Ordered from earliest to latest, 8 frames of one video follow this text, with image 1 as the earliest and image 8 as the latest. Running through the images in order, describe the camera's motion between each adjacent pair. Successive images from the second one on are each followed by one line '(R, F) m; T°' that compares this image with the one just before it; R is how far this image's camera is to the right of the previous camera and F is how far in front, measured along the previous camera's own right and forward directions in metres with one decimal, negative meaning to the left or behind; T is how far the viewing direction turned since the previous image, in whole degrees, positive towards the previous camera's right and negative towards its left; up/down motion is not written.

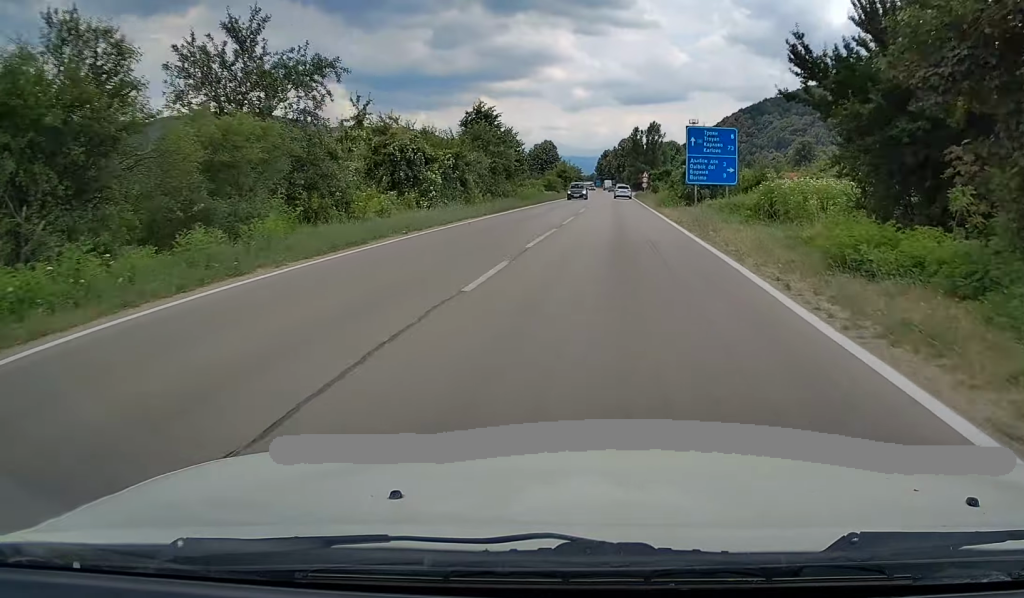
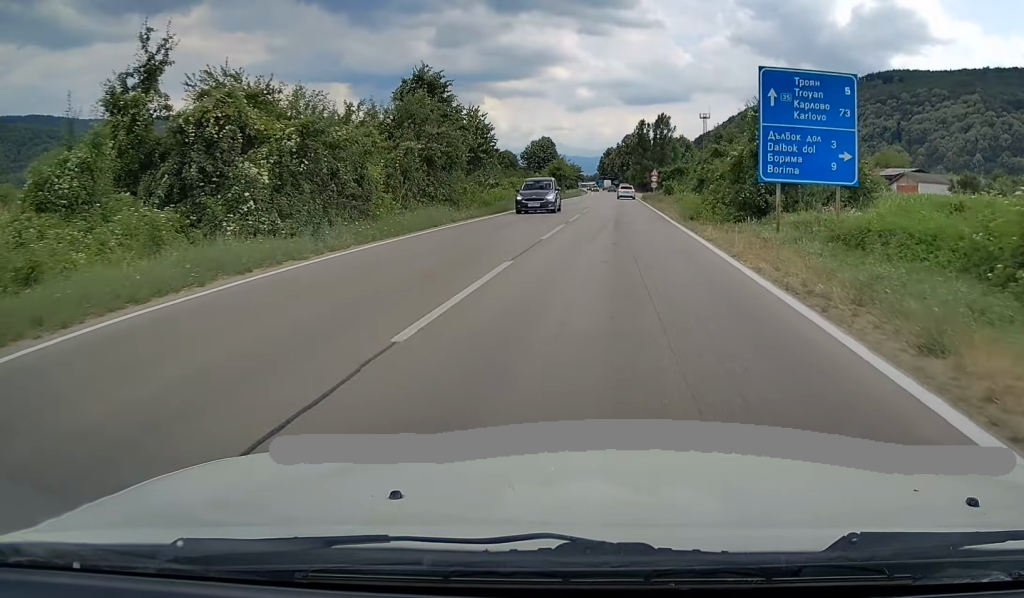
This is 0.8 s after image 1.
(0.0, +18.1) m; 0°
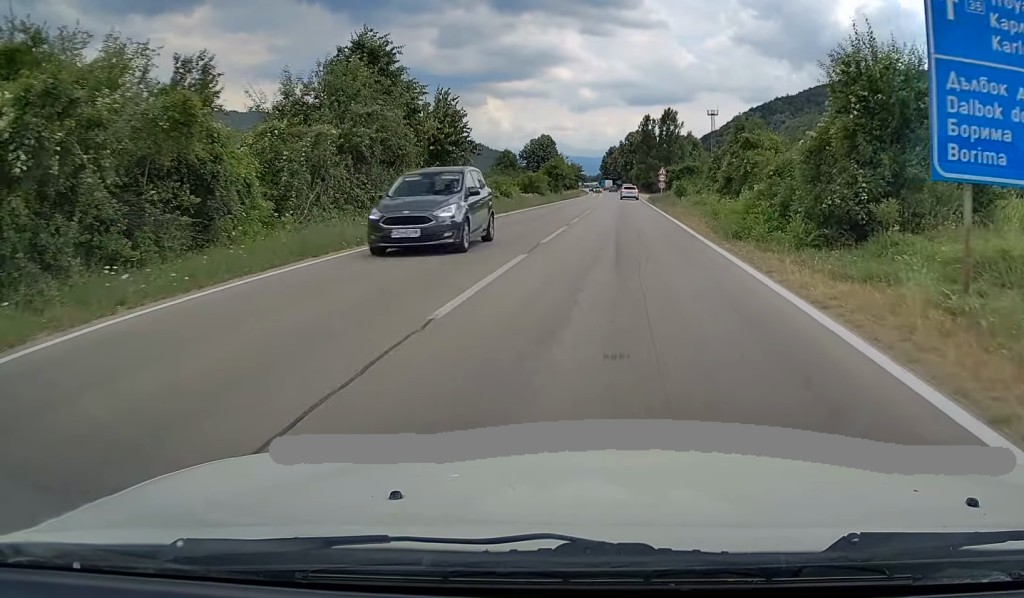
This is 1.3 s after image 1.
(0.0, +10.0) m; 0°
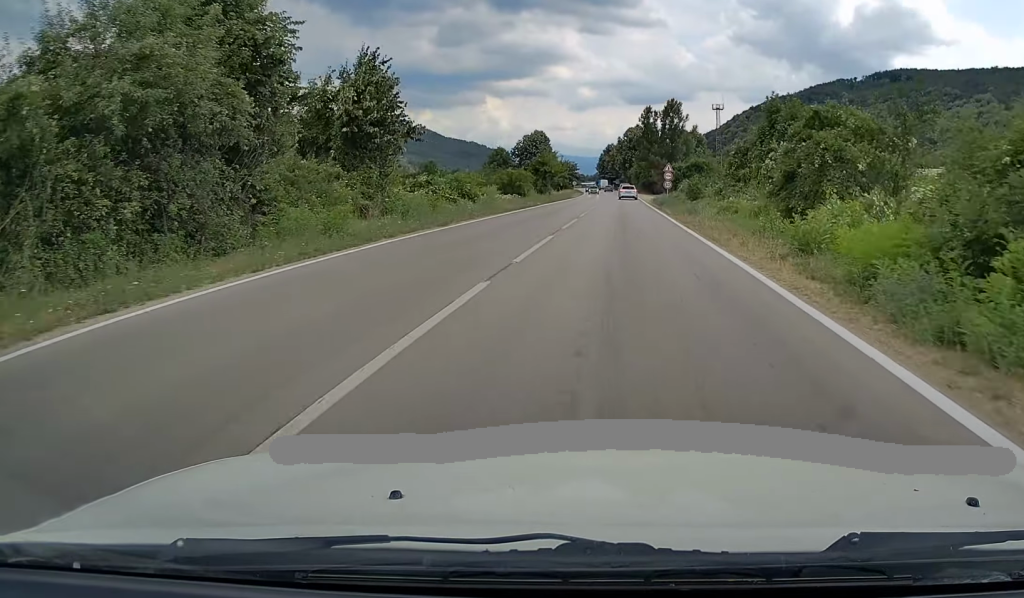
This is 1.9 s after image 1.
(-0.1, +12.3) m; 0°
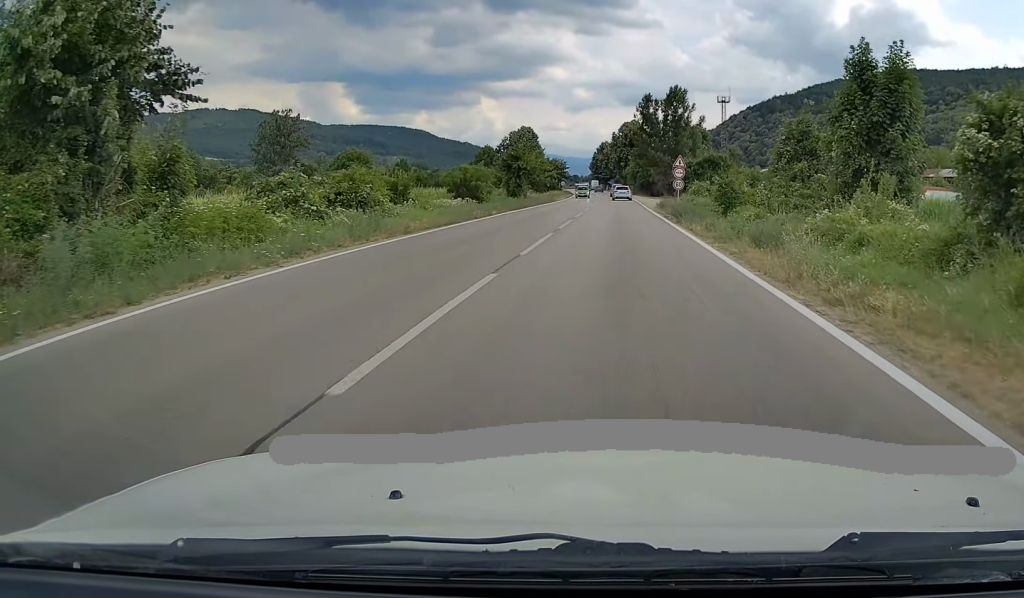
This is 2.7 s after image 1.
(0.0, +16.7) m; 0°
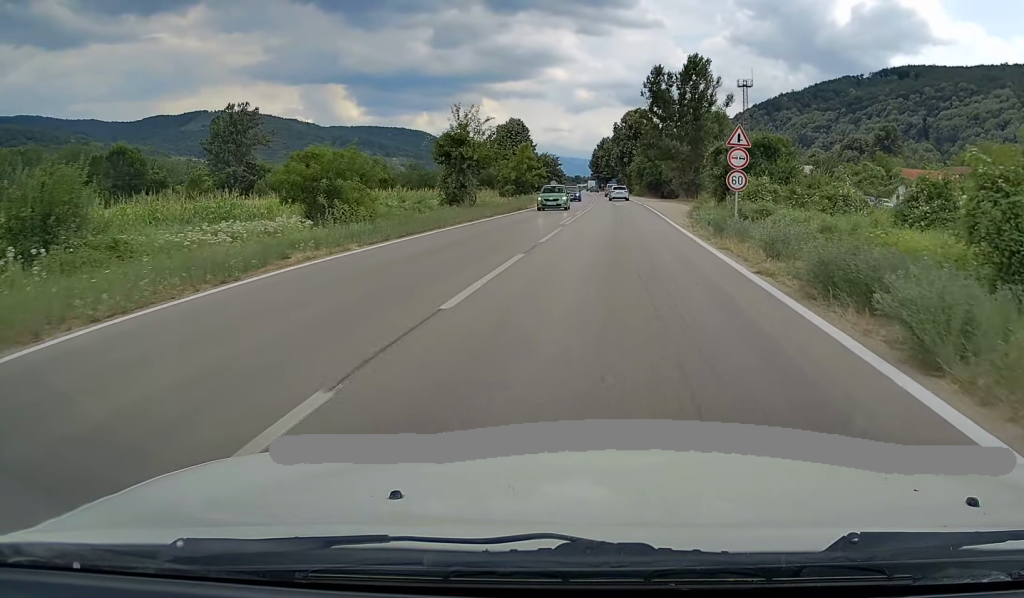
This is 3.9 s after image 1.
(+0.1, +23.2) m; 0°
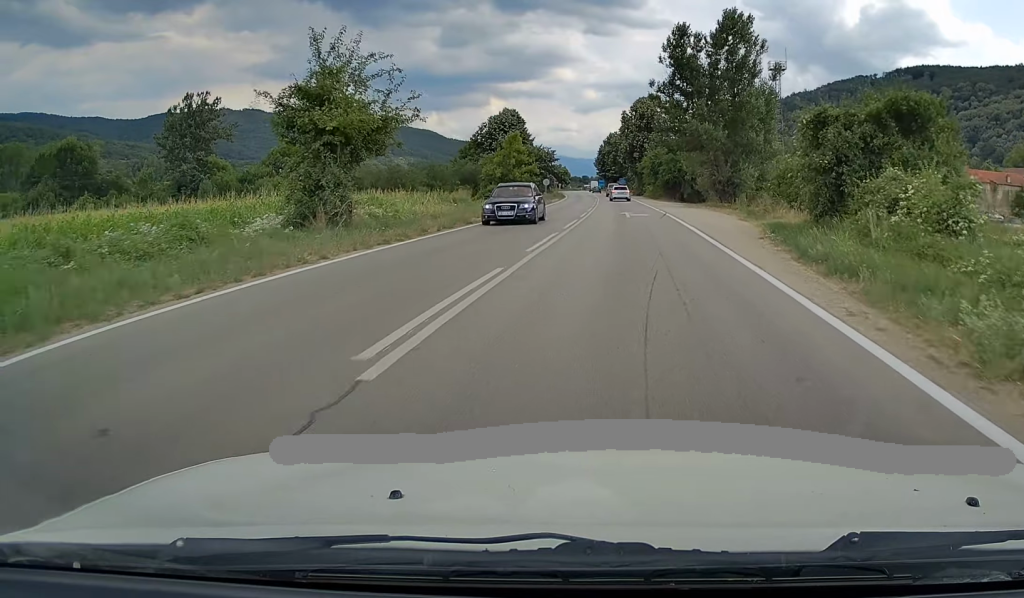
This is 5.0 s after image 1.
(-0.1, +19.9) m; -1°
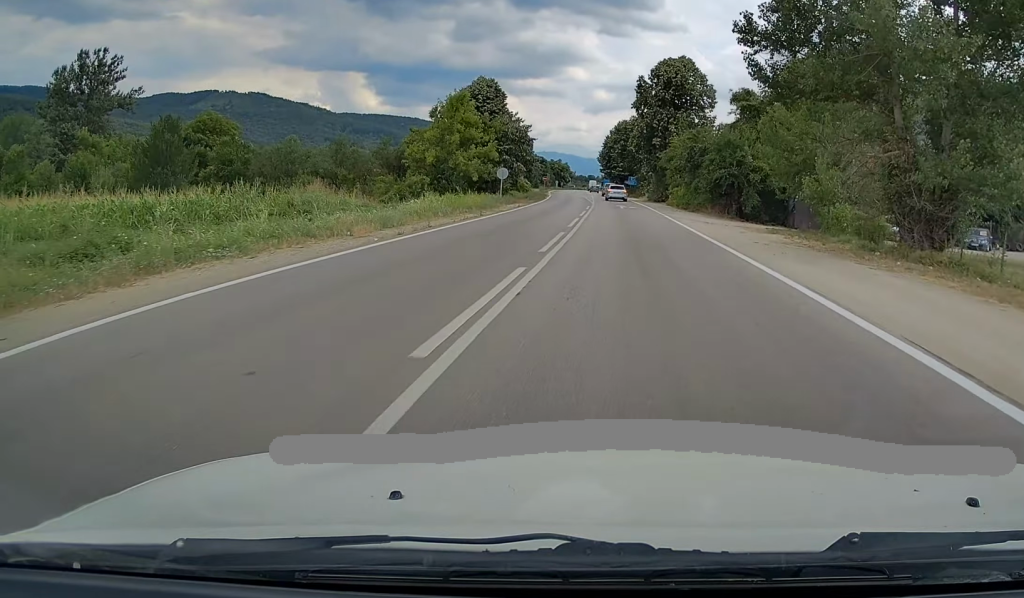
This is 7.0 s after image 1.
(-0.3, +35.5) m; -1°
